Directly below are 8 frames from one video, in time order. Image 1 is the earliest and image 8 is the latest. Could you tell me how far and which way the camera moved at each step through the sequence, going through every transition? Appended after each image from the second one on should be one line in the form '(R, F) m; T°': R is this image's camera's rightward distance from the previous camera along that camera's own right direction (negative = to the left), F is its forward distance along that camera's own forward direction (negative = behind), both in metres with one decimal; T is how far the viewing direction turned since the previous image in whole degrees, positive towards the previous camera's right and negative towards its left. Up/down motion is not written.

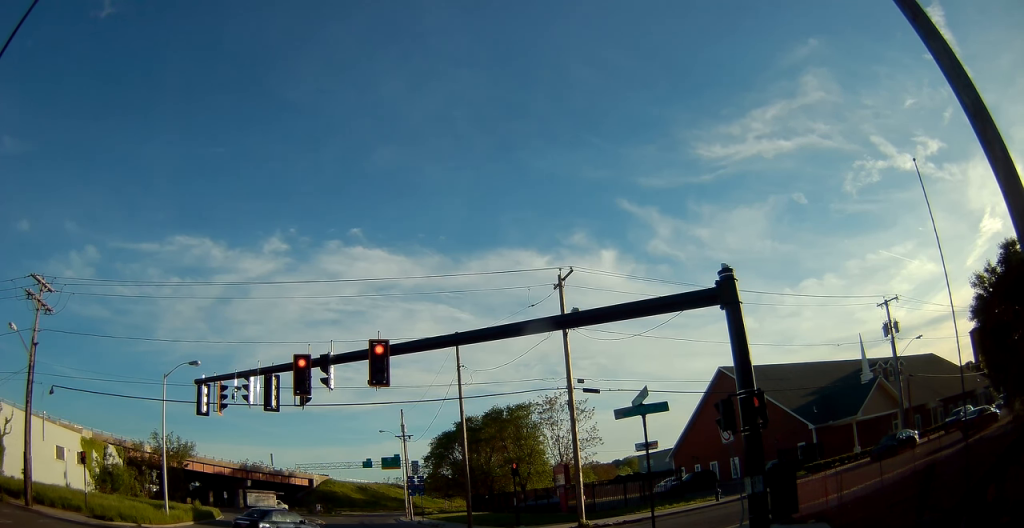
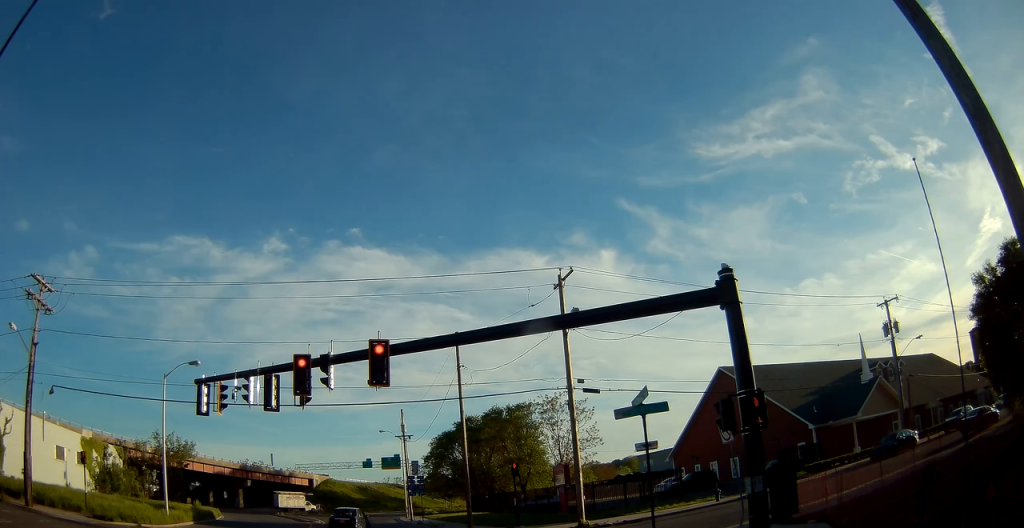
(0.0, 0.0) m; 0°
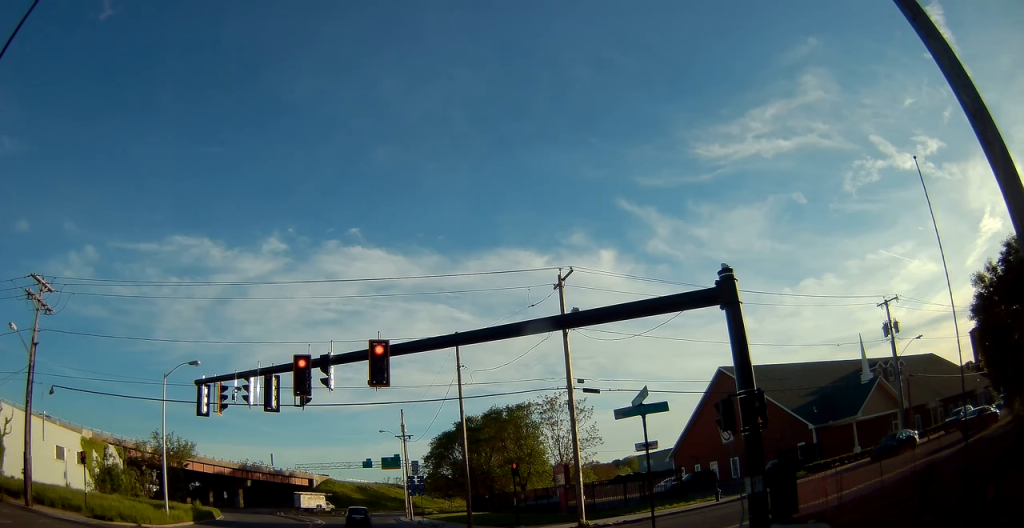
(0.0, 0.0) m; 0°
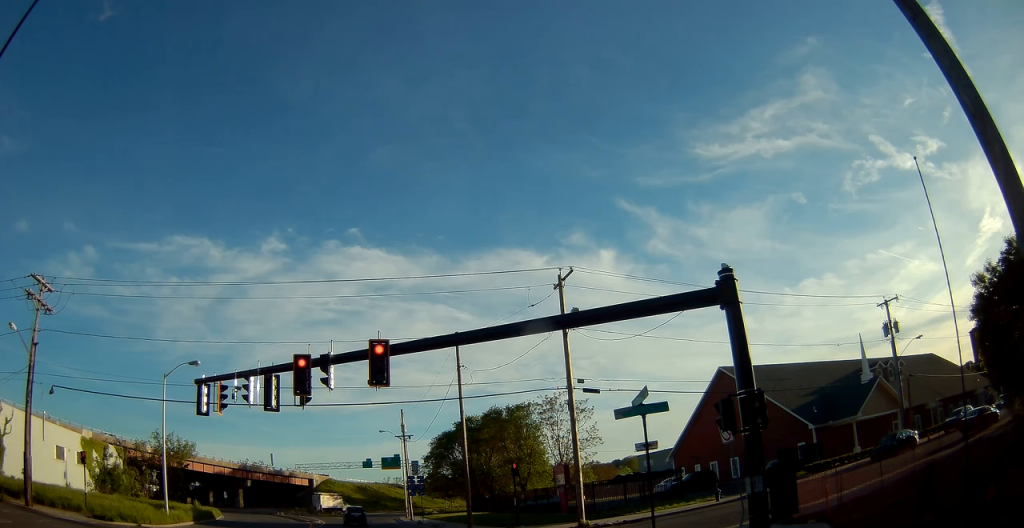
(0.0, 0.0) m; 0°
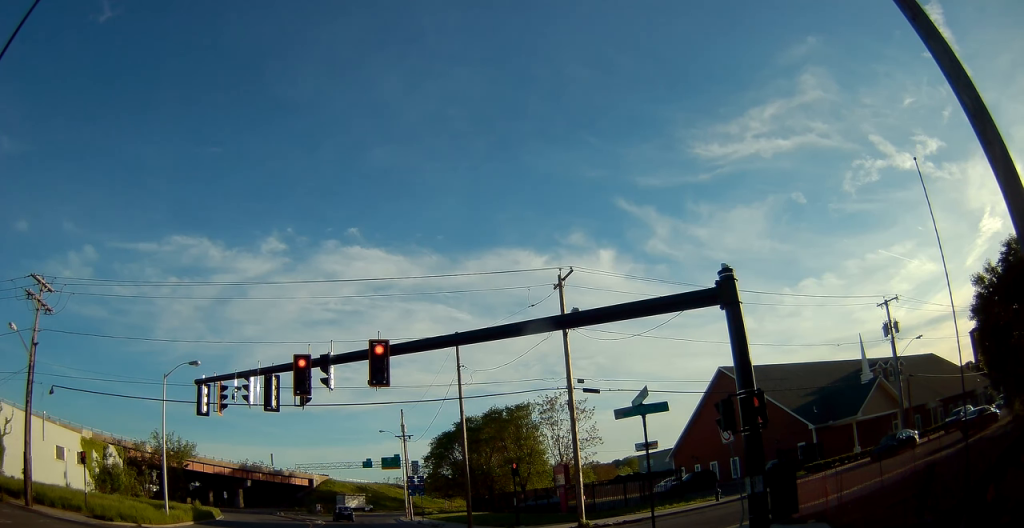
(0.0, 0.0) m; 0°
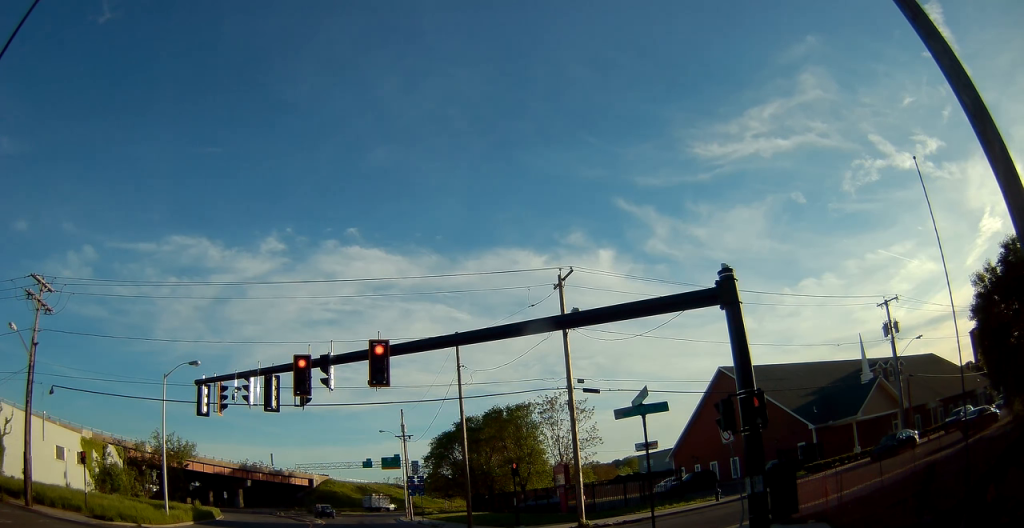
(0.0, 0.0) m; 0°
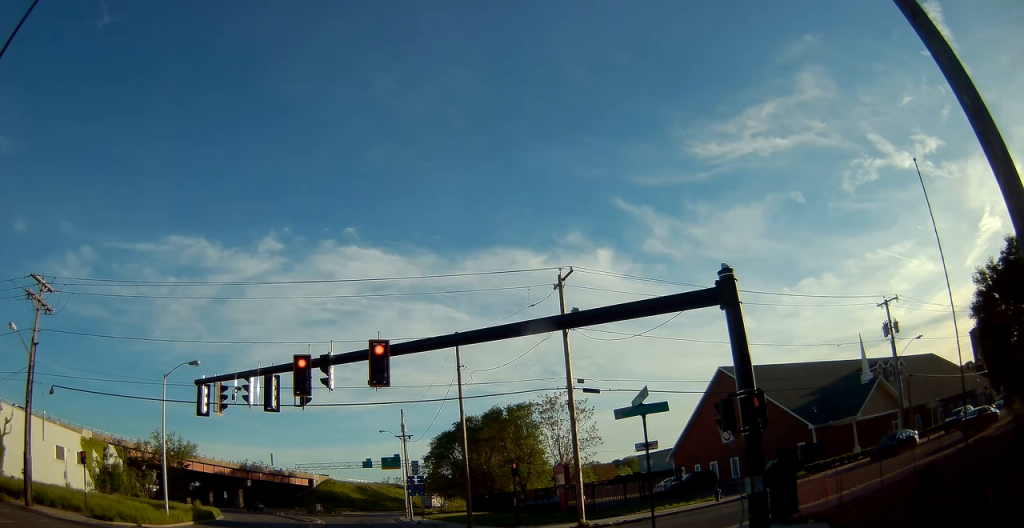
(0.0, 0.0) m; 0°
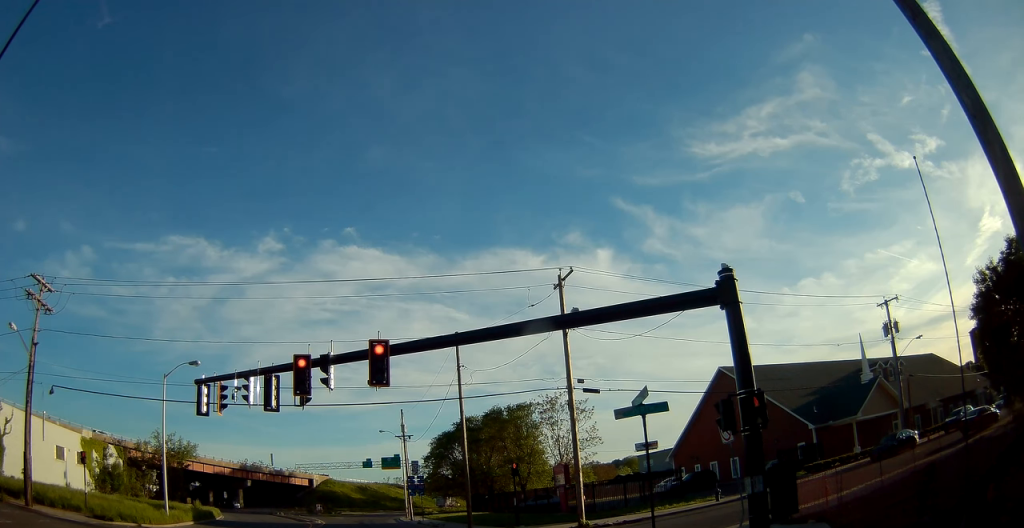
(0.0, 0.0) m; 0°
